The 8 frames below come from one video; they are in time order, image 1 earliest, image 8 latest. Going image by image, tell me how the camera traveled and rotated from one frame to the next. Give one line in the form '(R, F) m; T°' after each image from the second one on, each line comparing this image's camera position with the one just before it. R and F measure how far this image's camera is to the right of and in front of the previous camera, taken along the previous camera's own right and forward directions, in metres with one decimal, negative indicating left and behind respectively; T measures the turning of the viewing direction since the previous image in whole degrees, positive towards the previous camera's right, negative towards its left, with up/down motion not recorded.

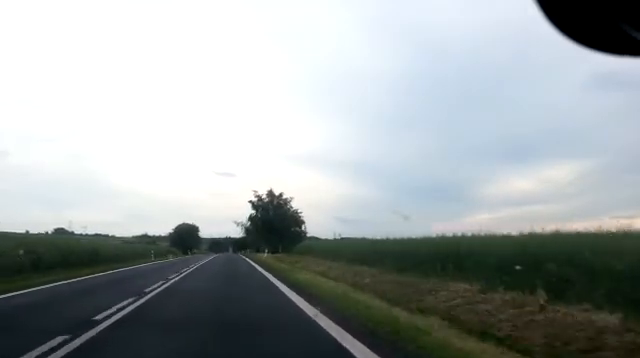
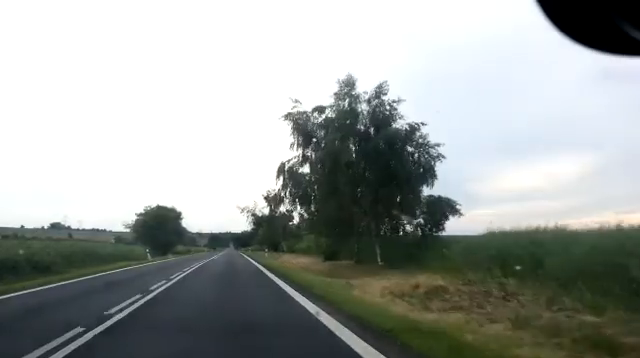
(0.0, +39.7) m; 0°
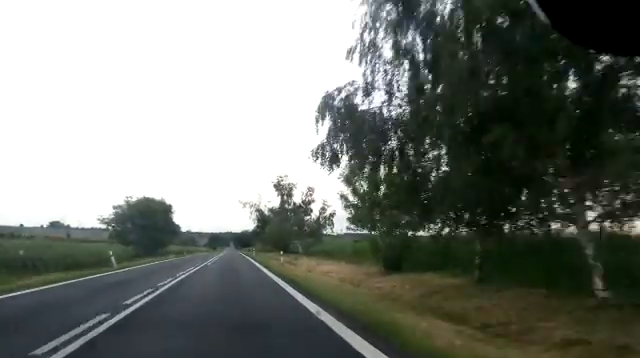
(-0.1, +12.1) m; 0°
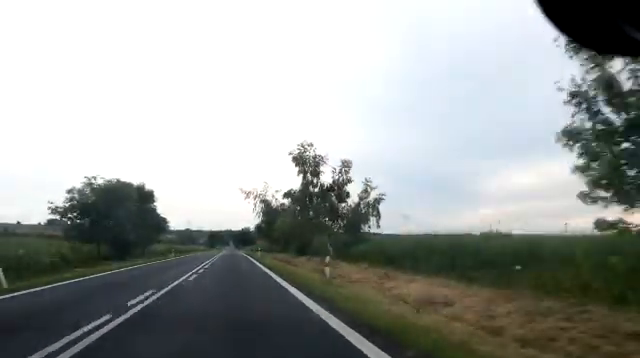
(-0.1, +13.6) m; 0°
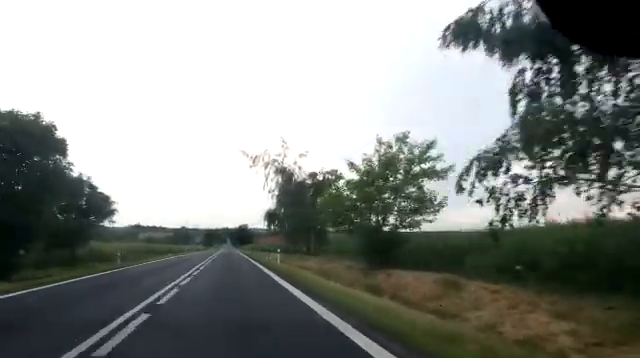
(0.0, +24.3) m; 0°
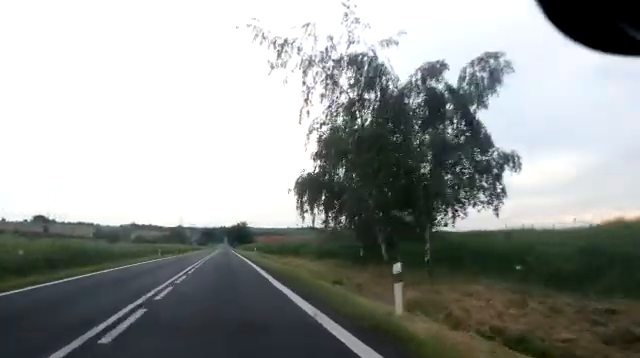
(0.0, +21.8) m; 0°
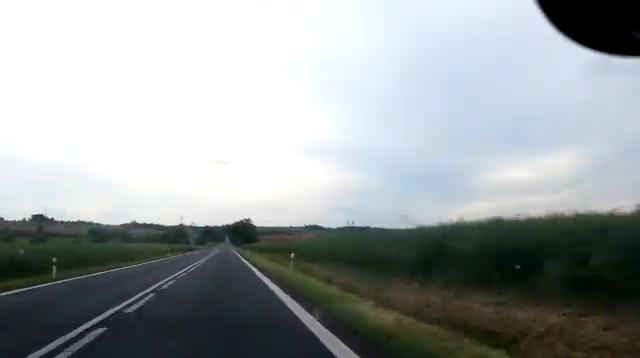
(-0.1, +28.8) m; 0°
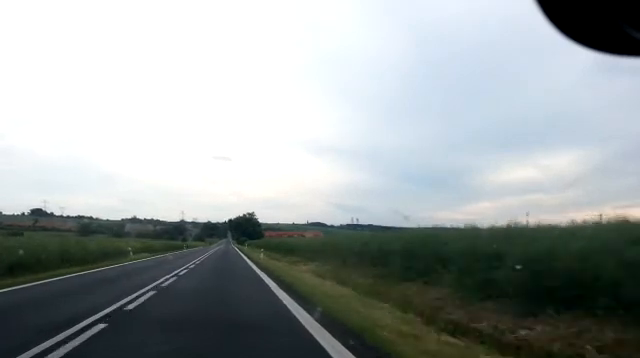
(+0.1, +22.4) m; +1°
